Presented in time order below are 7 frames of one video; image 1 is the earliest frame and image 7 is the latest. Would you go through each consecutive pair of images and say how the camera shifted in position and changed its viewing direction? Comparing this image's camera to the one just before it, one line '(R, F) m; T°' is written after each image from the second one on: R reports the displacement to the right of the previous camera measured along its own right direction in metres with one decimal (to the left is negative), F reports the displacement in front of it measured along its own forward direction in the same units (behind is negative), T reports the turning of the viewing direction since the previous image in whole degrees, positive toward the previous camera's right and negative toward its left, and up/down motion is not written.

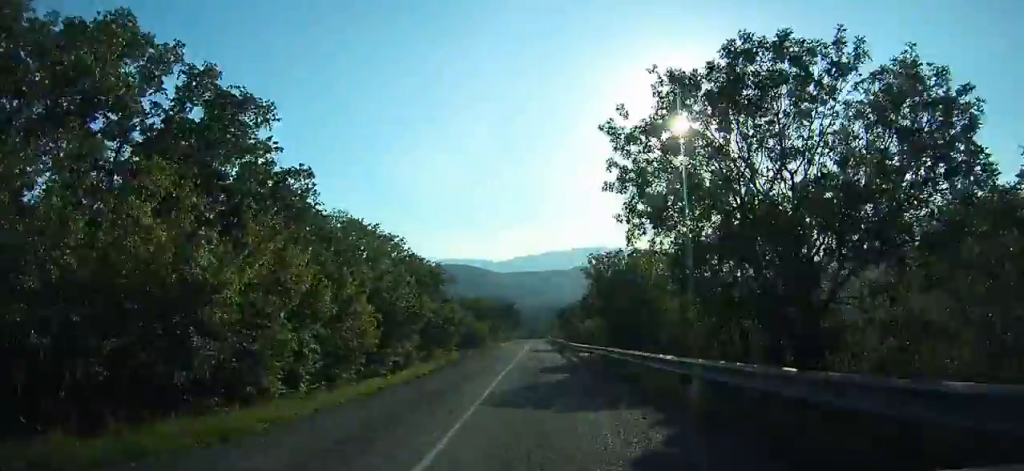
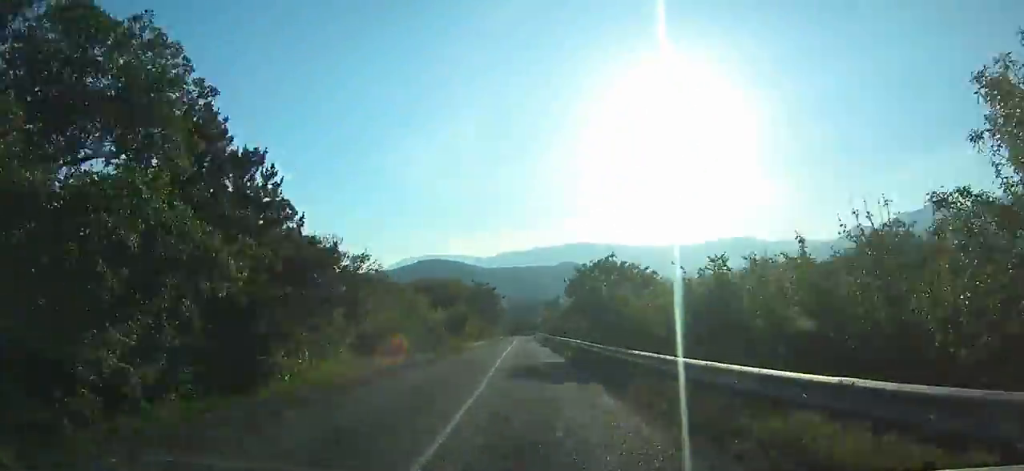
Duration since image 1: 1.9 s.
(-0.5, +31.3) m; -1°
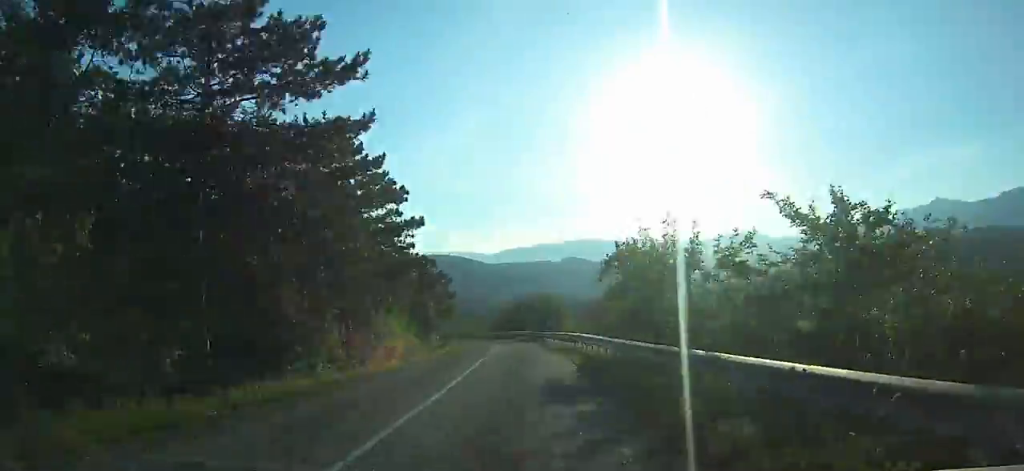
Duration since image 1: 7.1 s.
(-0.8, +86.2) m; -2°
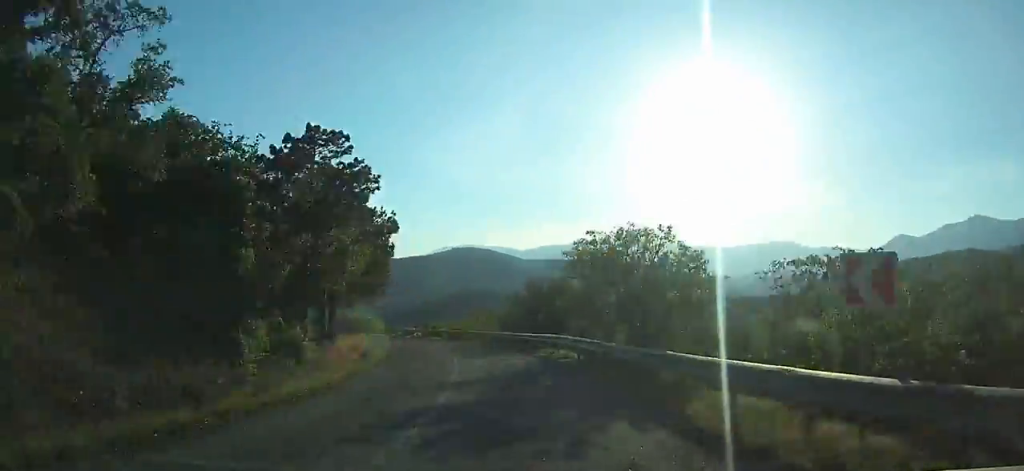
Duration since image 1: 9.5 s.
(-0.8, +37.7) m; -5°
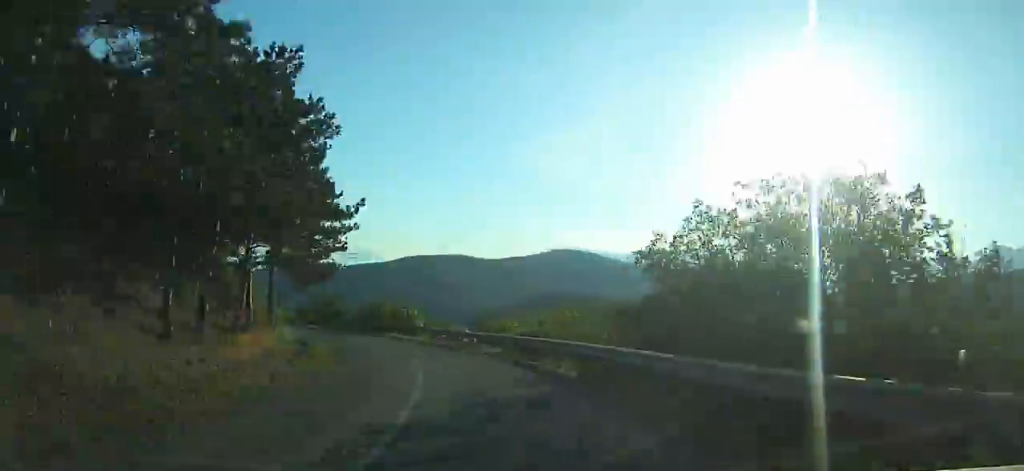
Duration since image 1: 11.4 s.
(-0.9, +28.4) m; -10°
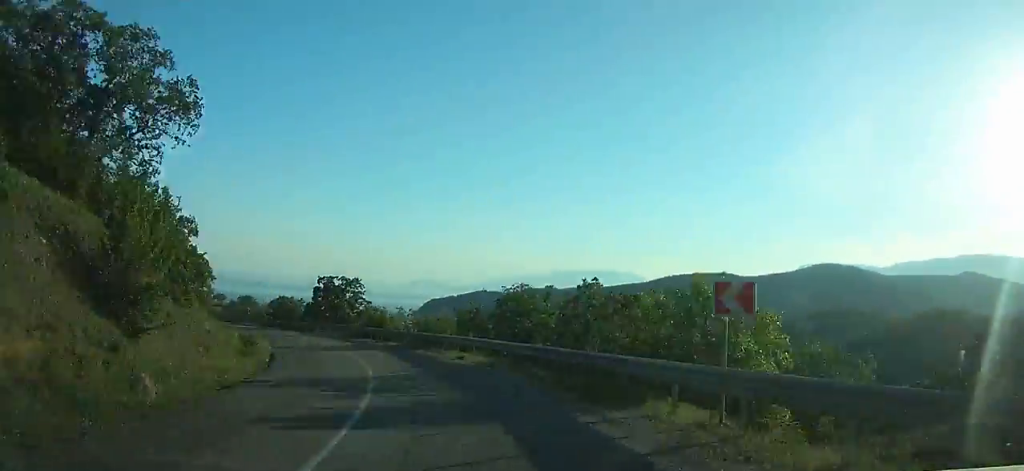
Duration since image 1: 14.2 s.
(-5.0, +37.5) m; -25°
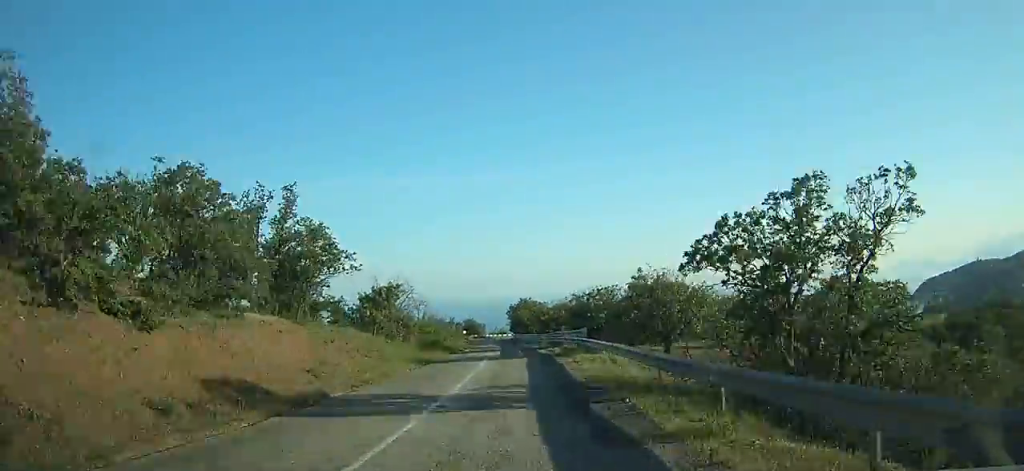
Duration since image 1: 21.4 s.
(-43.2, +82.2) m; -42°
